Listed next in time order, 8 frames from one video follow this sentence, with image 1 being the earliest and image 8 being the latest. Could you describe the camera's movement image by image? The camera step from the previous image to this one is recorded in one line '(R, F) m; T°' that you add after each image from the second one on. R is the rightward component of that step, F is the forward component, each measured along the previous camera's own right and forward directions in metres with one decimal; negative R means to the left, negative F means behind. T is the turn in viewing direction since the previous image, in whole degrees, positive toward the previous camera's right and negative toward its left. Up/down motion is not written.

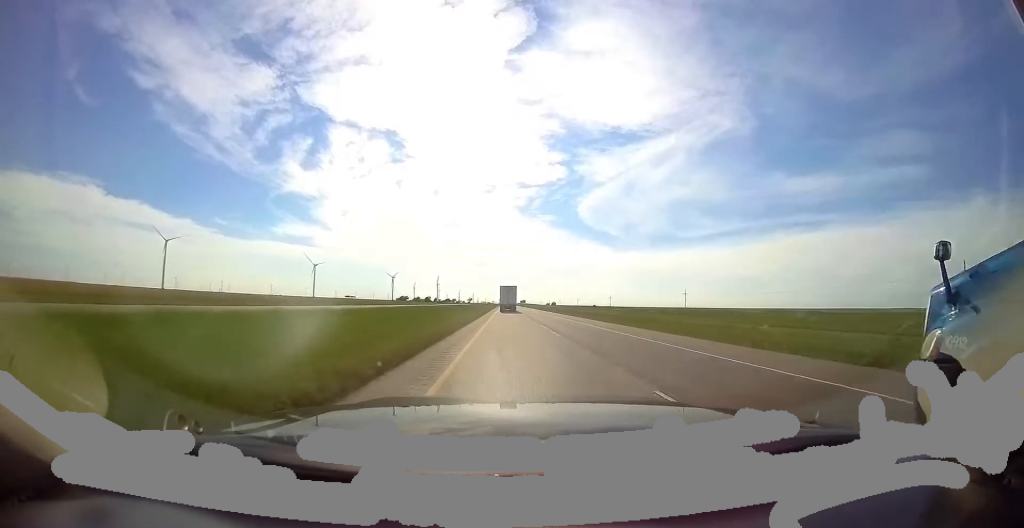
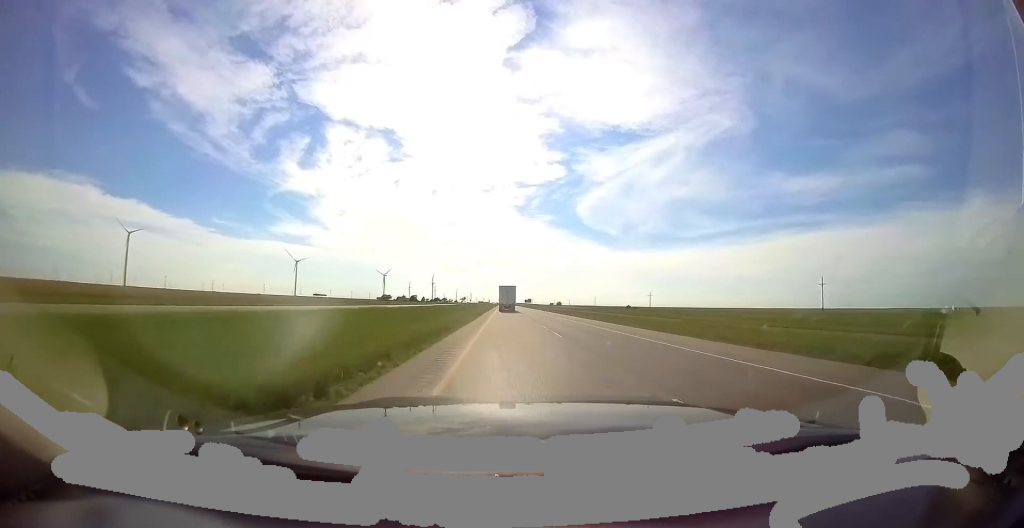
(+0.8, +73.3) m; +1°
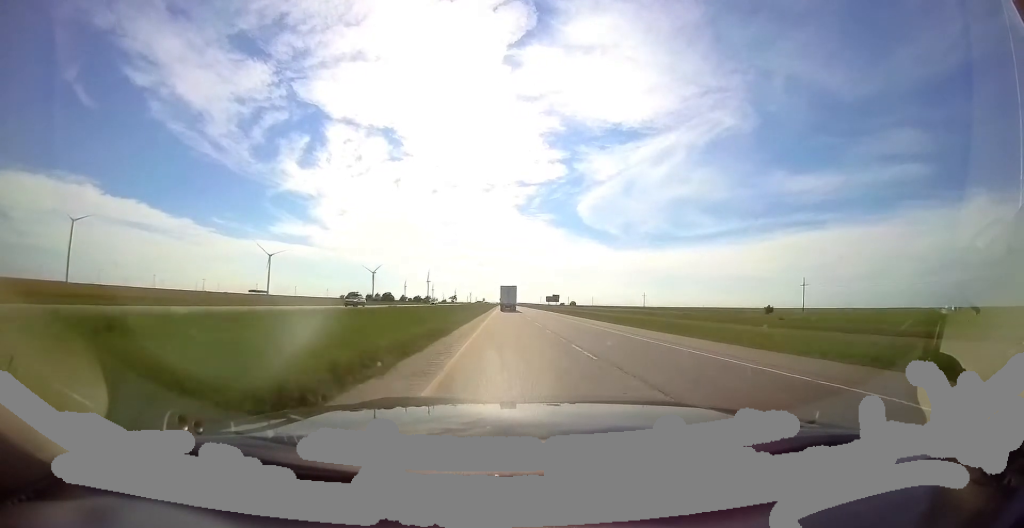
(+0.8, +103.0) m; 0°
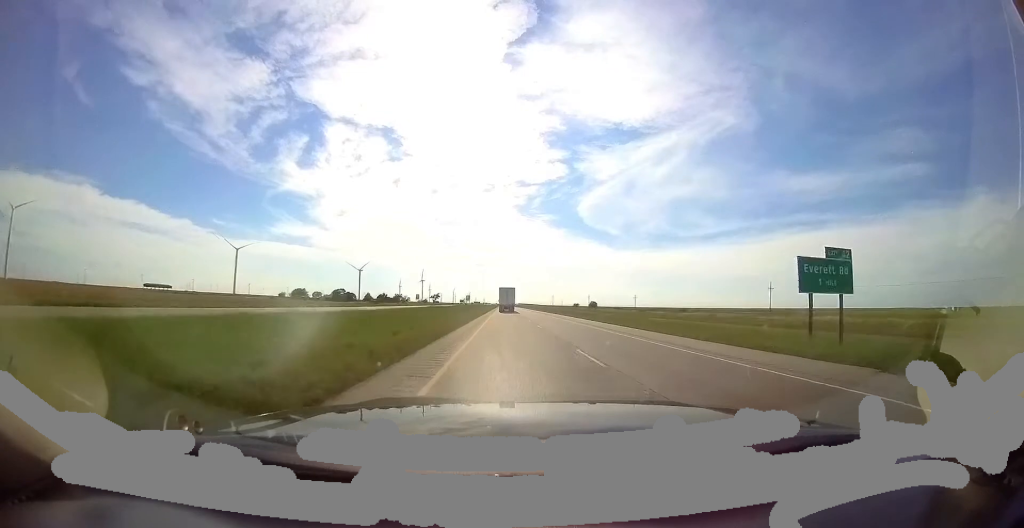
(-1.2, +98.6) m; -1°
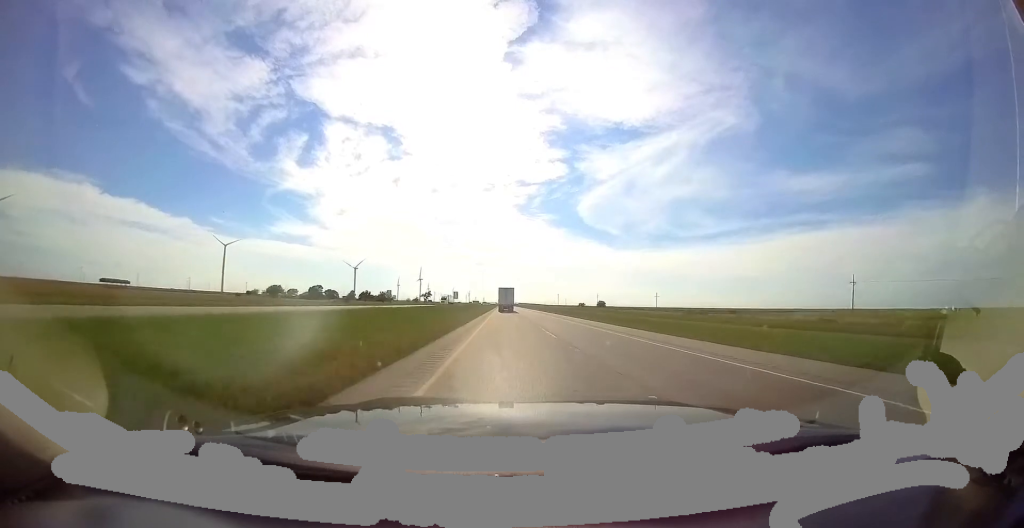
(-0.2, +30.1) m; 0°
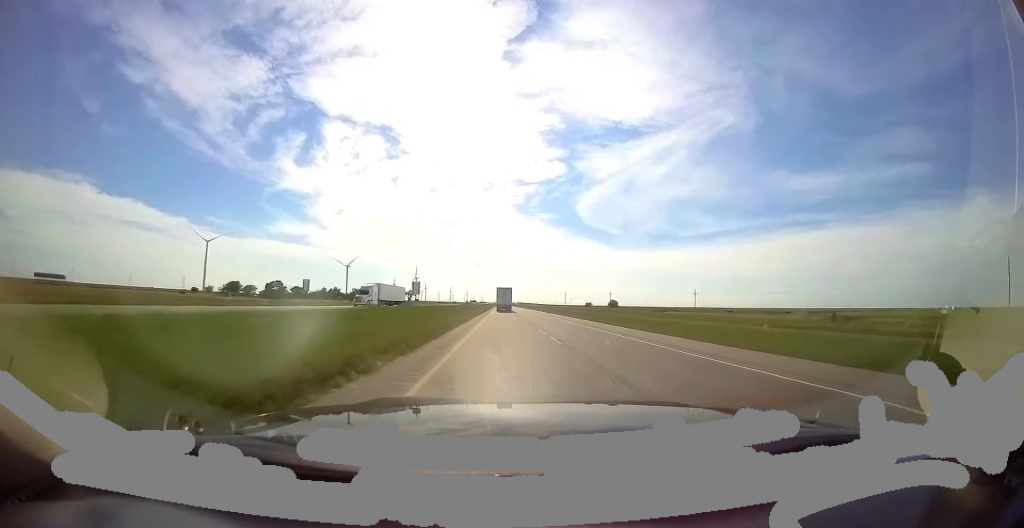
(+0.1, +38.8) m; 0°
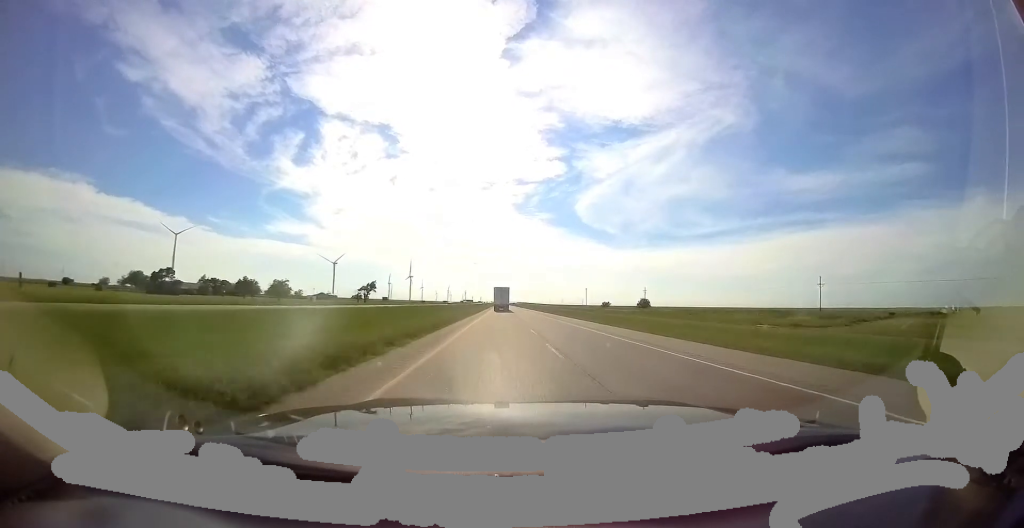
(+0.3, +65.0) m; 0°
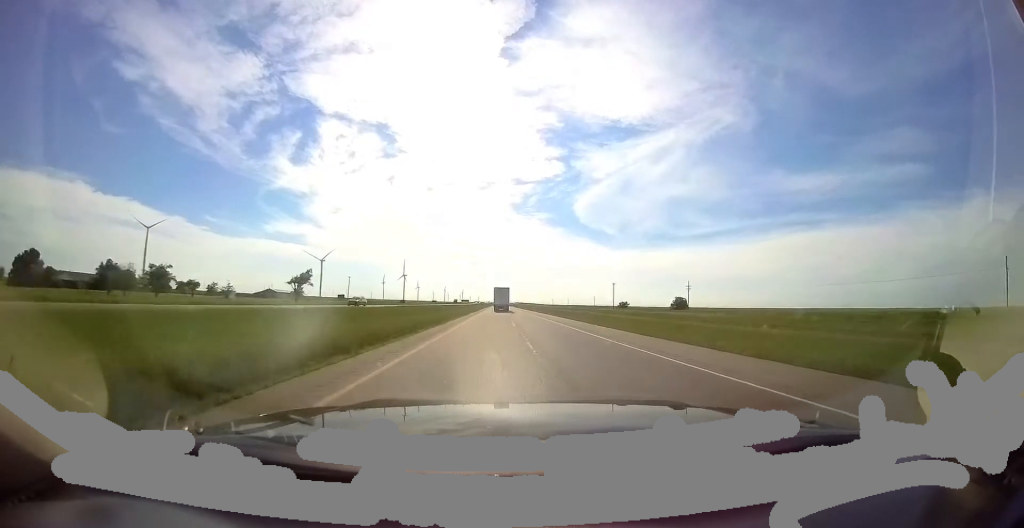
(0.0, +47.9) m; 0°
